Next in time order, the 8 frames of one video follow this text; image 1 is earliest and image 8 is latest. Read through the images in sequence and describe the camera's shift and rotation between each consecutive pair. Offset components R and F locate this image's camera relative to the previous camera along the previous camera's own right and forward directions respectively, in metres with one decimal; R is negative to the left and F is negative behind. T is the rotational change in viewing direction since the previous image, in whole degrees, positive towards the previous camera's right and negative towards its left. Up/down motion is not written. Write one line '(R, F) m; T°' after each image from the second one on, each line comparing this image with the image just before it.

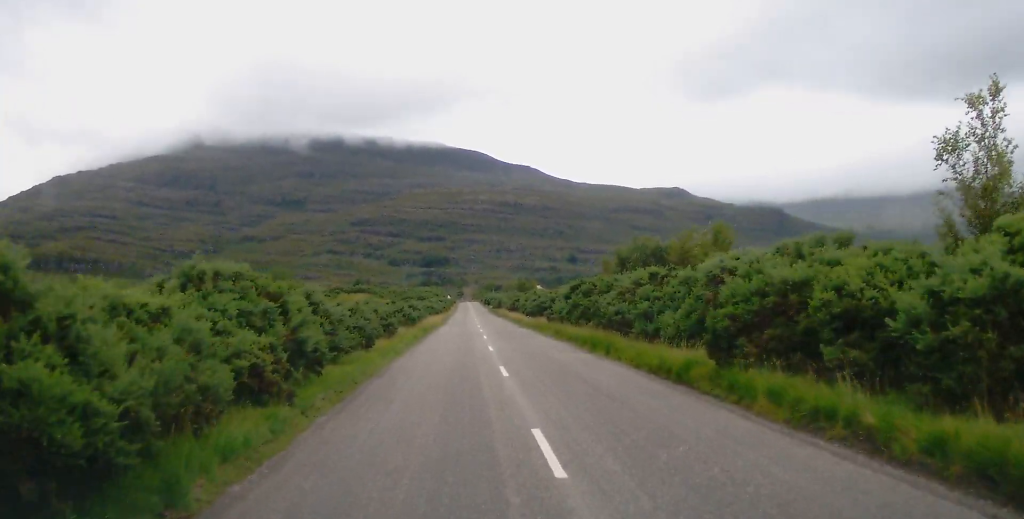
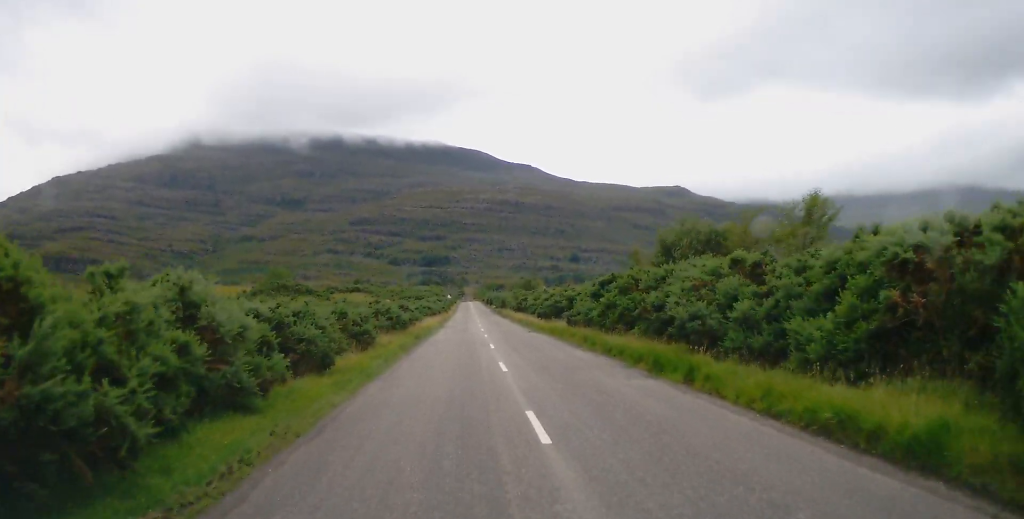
(+0.1, +7.5) m; 0°
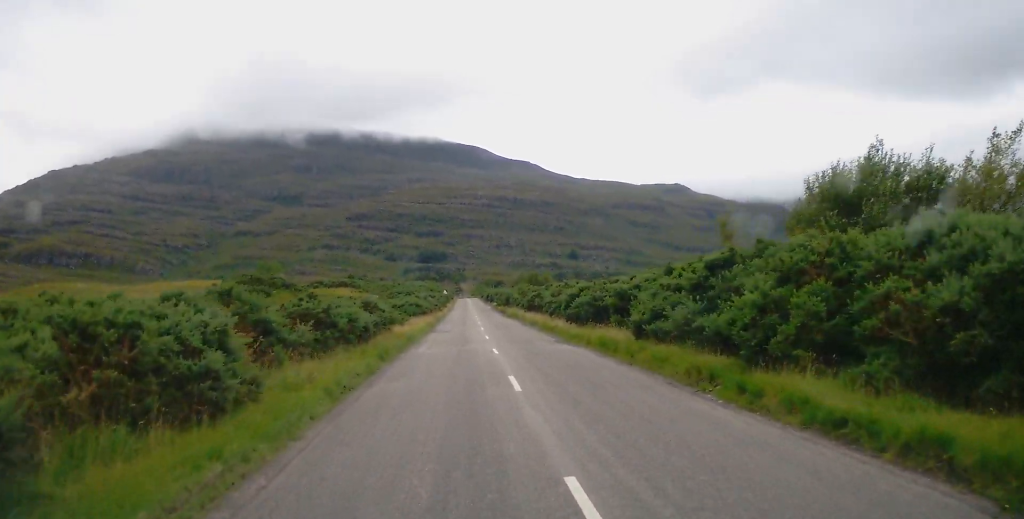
(-0.2, +13.3) m; 0°
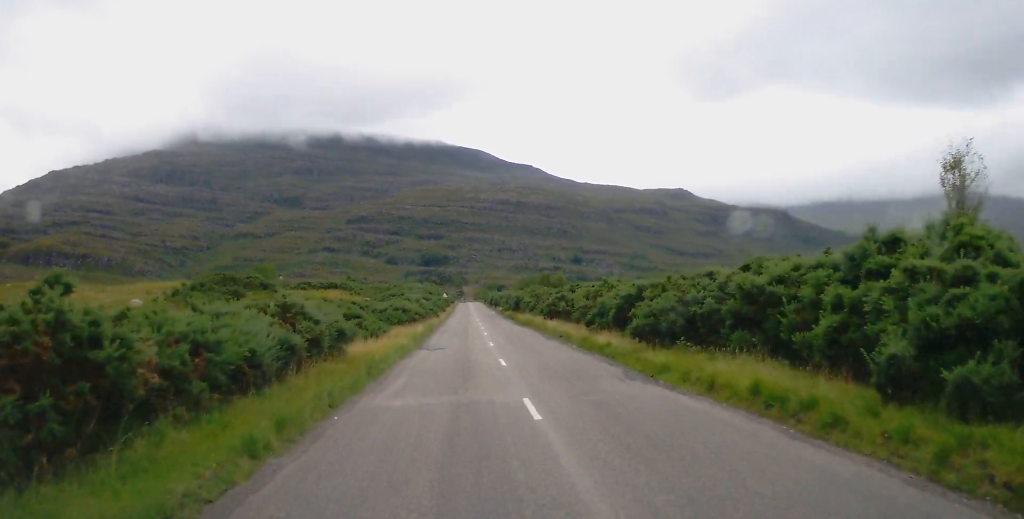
(+0.1, +12.1) m; 0°
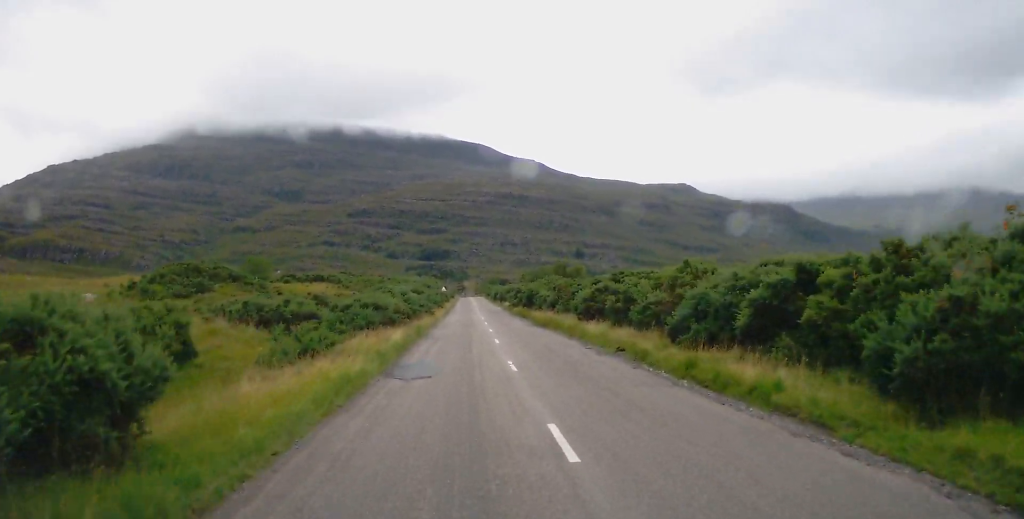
(+0.1, +12.1) m; 0°
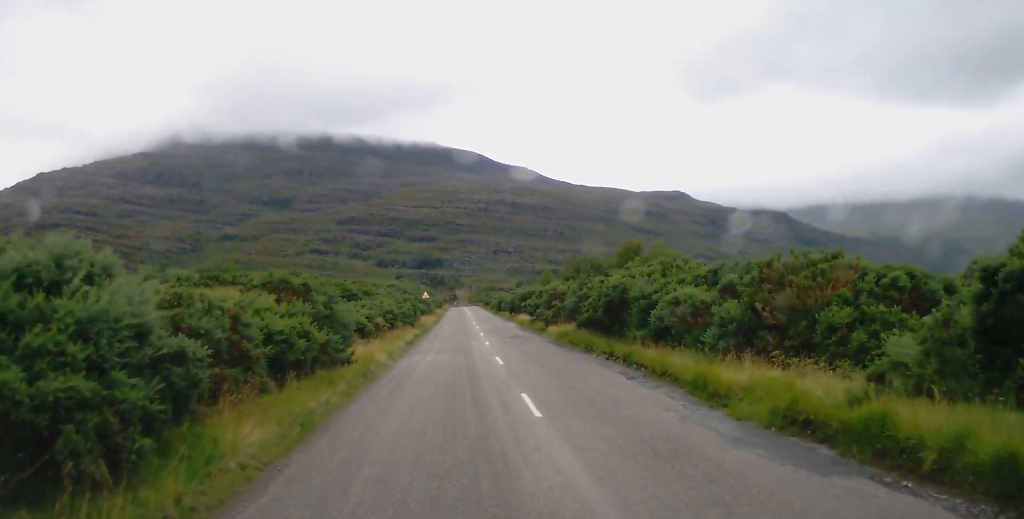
(+0.2, +32.5) m; +1°
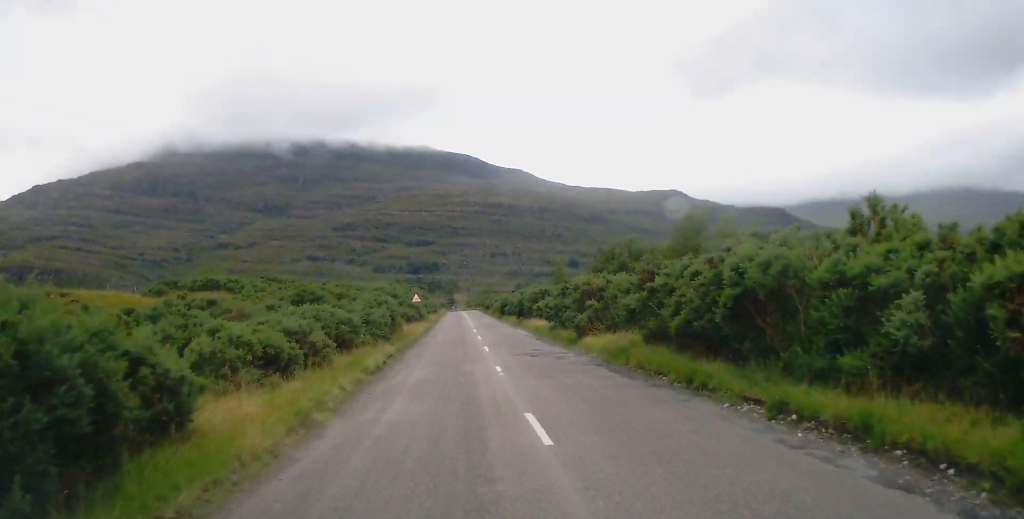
(-0.1, +11.2) m; -1°
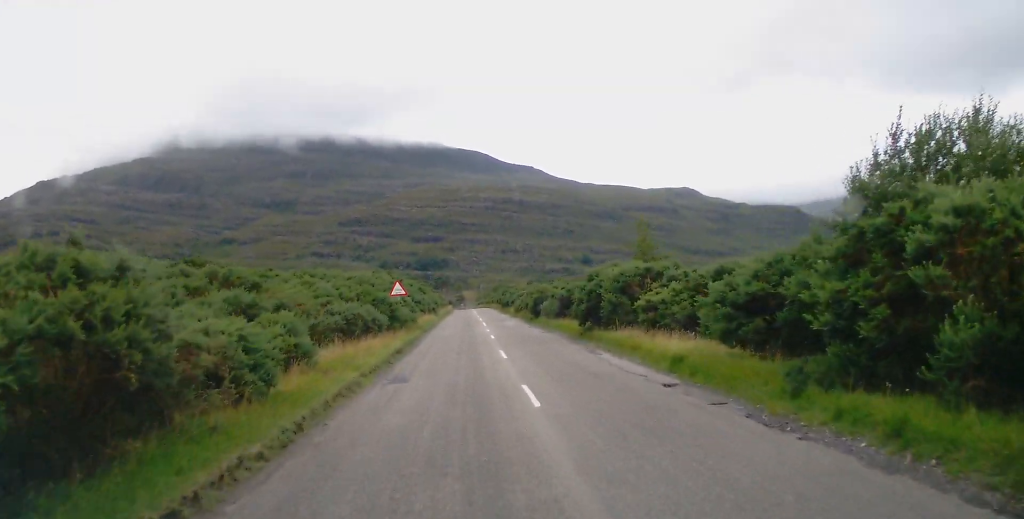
(-0.4, +24.6) m; -1°
